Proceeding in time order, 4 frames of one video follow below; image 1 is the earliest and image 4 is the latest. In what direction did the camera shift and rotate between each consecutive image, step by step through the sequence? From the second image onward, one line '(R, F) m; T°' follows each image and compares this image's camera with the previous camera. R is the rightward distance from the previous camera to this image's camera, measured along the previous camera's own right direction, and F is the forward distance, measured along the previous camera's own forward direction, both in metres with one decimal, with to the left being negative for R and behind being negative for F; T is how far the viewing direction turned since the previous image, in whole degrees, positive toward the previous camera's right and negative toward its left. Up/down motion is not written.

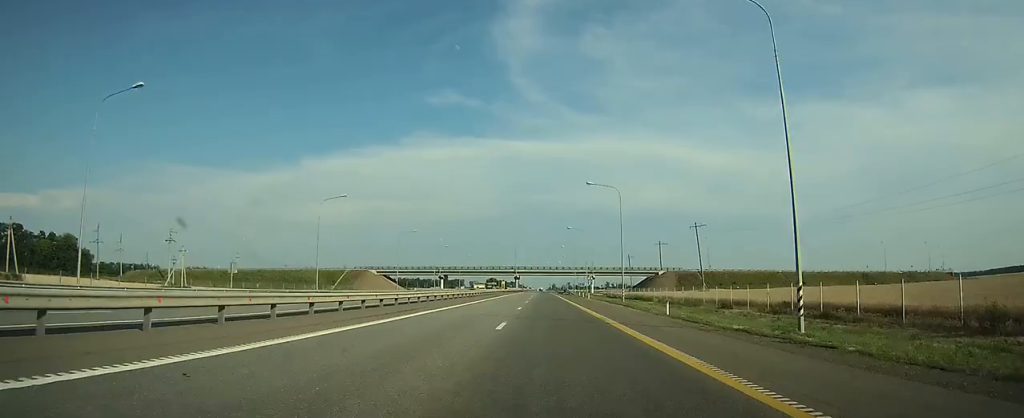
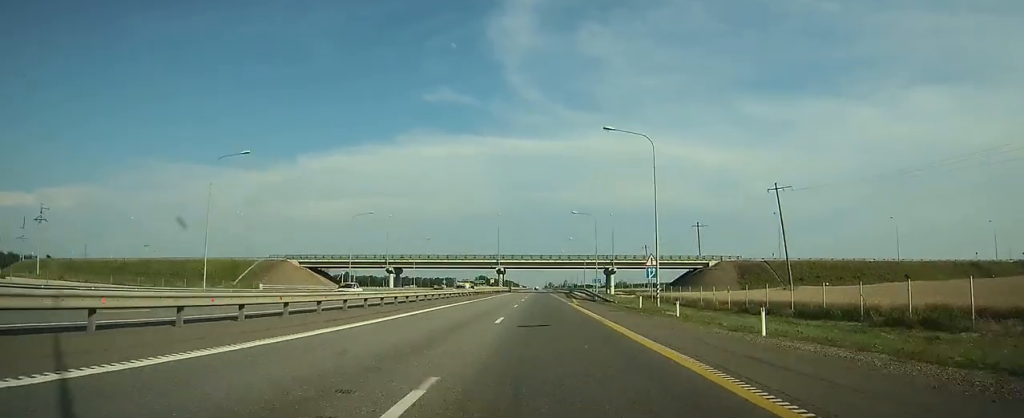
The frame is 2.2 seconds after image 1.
(+0.1, +61.6) m; 0°
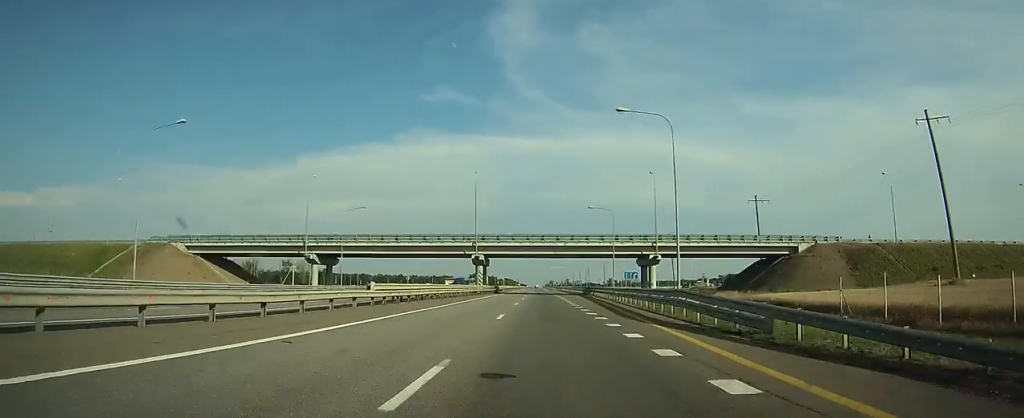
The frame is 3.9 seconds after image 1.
(-0.1, +46.1) m; 0°
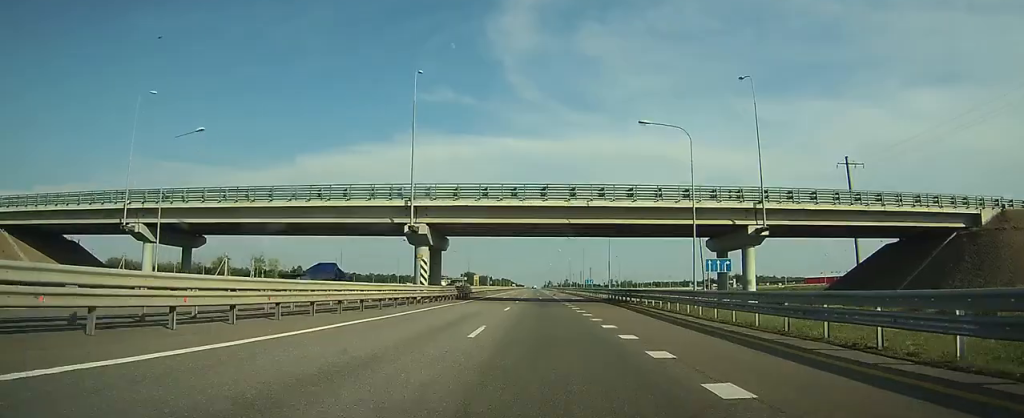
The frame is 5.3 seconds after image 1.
(+0.1, +39.4) m; 0°
